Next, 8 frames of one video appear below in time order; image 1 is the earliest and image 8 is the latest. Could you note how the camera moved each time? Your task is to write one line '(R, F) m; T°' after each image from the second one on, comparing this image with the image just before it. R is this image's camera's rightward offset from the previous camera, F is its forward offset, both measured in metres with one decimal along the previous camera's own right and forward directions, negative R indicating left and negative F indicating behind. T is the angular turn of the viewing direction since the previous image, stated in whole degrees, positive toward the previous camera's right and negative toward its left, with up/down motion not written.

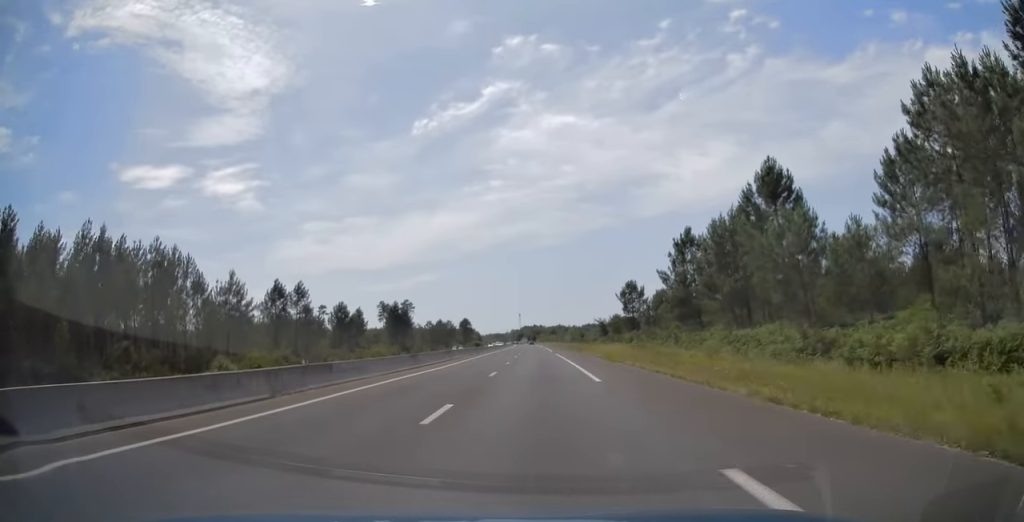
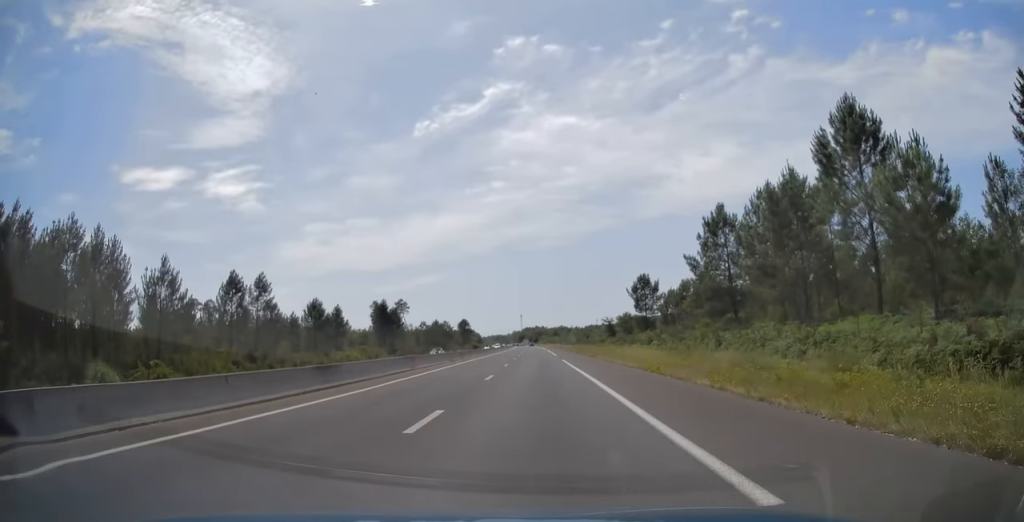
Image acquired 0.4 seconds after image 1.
(0.0, +14.0) m; 0°
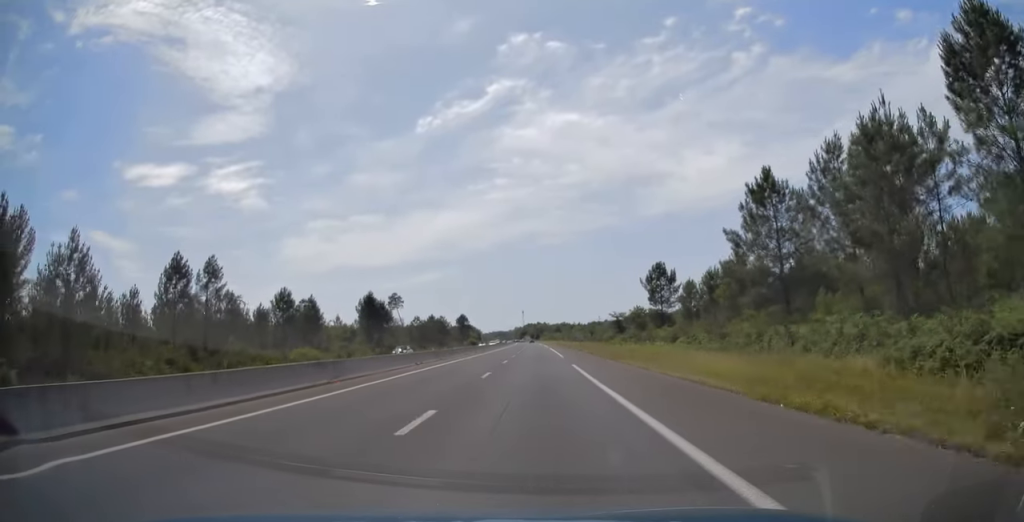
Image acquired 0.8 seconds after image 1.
(0.0, +13.4) m; 0°
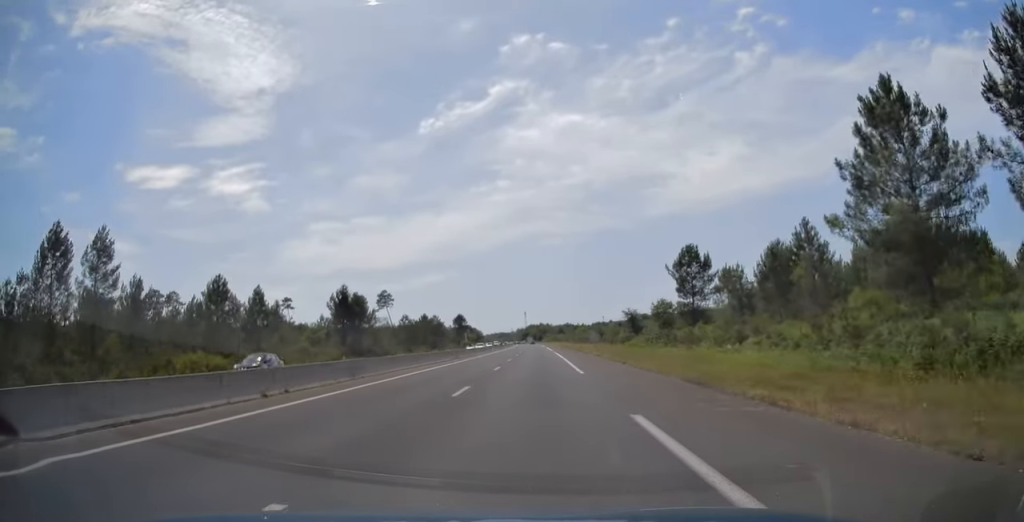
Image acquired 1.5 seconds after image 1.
(0.0, +19.9) m; 0°
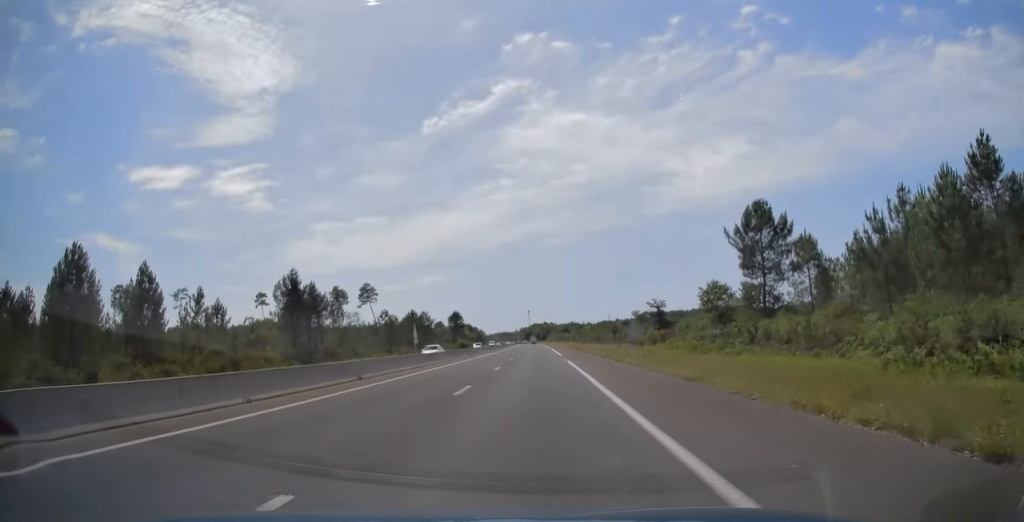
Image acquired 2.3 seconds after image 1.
(0.0, +25.8) m; 0°
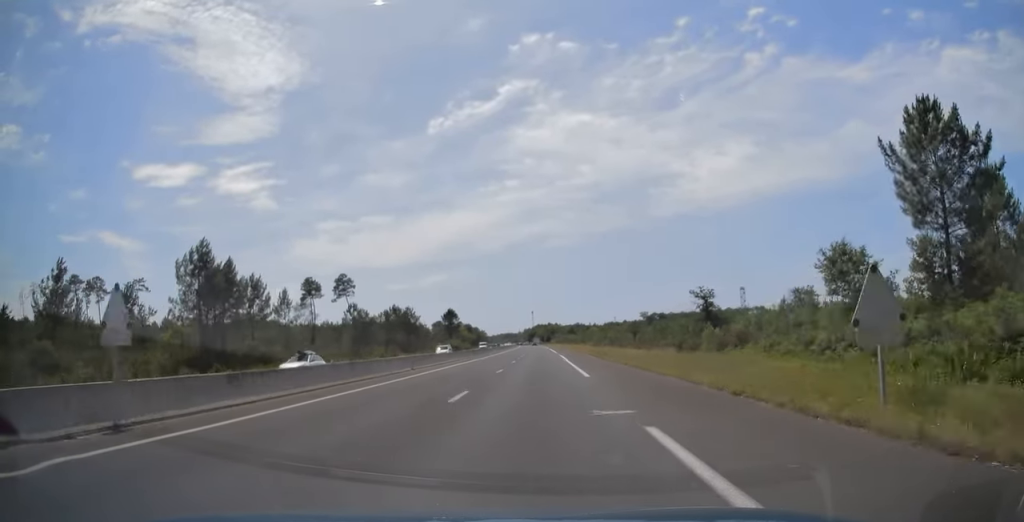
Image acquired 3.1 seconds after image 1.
(0.0, +27.4) m; -1°
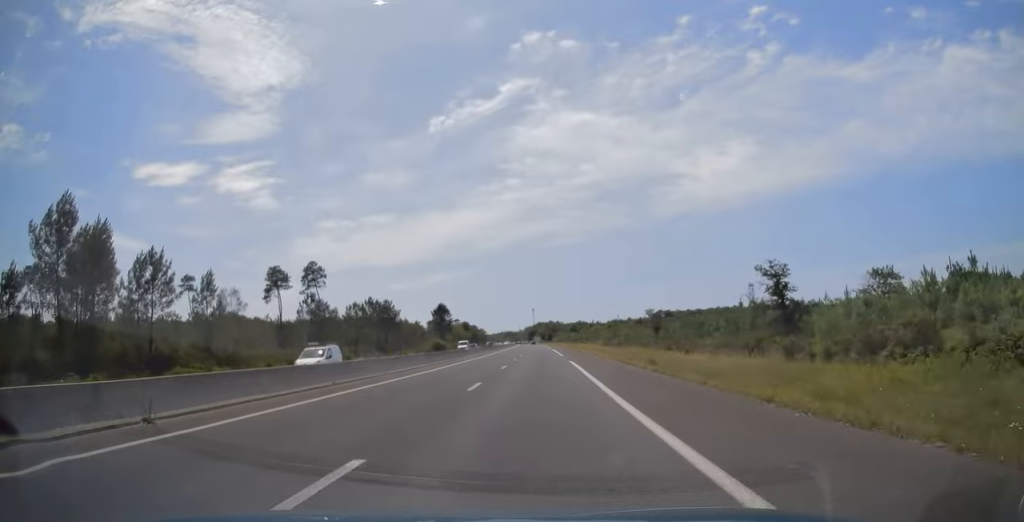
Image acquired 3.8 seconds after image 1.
(-0.3, +23.1) m; -1°
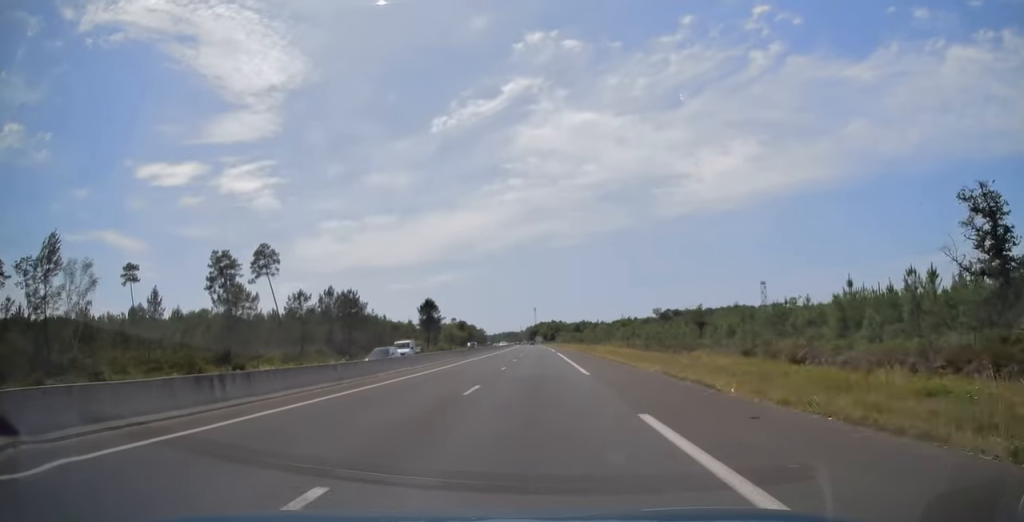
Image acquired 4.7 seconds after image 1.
(-0.1, +27.4) m; 0°
